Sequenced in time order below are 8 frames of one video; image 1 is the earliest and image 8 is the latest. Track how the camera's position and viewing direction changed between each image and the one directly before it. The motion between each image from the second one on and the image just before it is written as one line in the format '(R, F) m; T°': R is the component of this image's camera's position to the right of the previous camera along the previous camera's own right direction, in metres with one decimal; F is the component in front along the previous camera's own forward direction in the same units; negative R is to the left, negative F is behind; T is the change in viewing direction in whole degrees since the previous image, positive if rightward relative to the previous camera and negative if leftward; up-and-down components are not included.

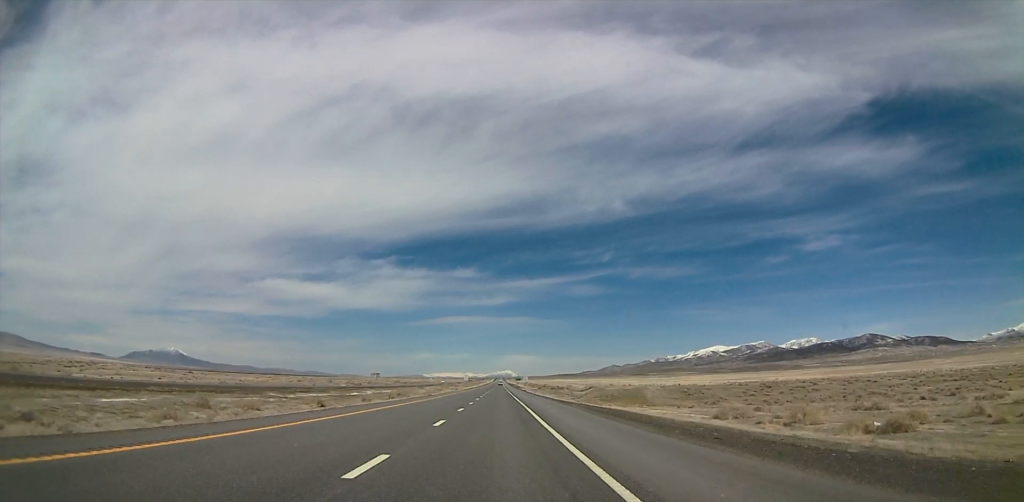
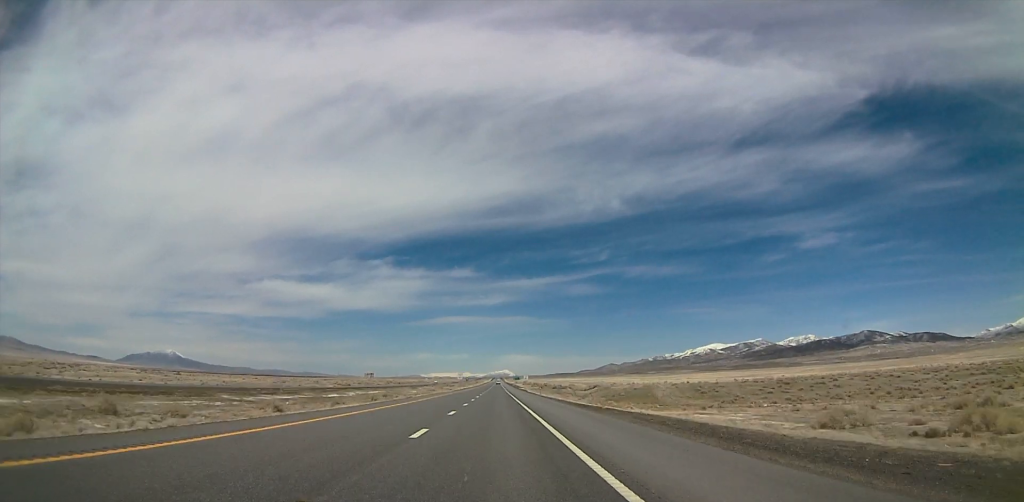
(+0.1, +17.4) m; +1°
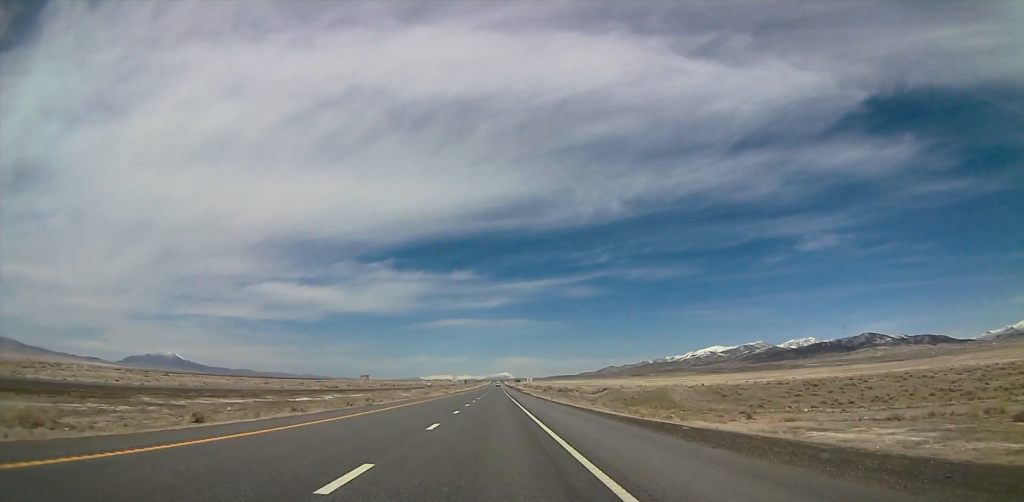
(+0.7, +20.5) m; 0°
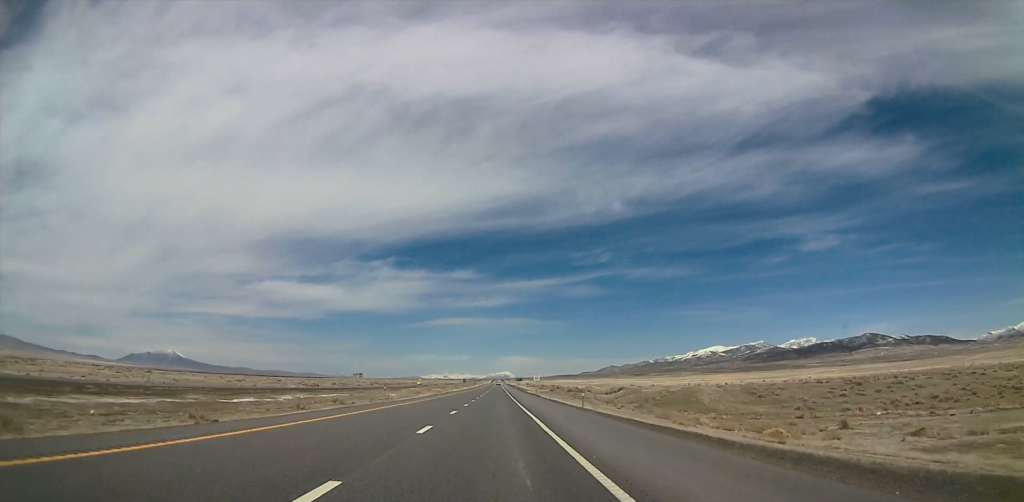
(-0.7, +26.5) m; -1°
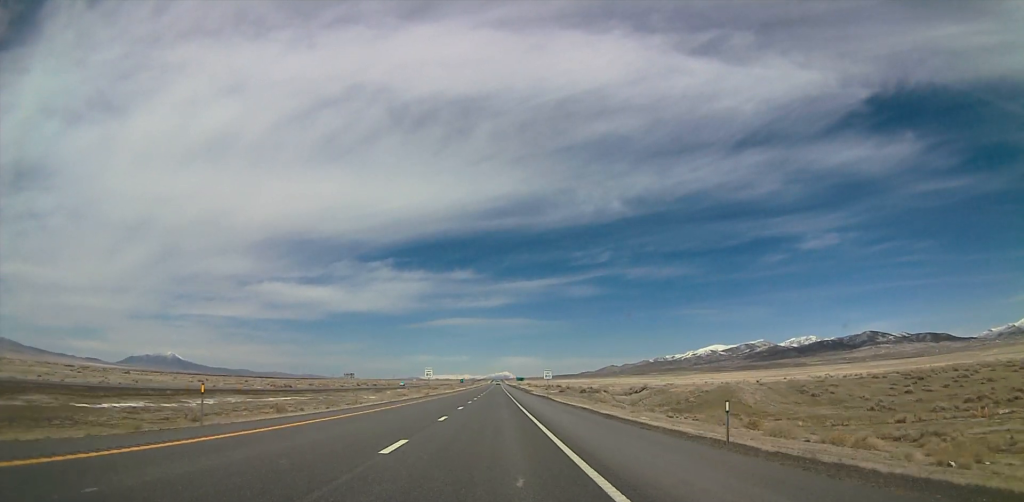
(-0.2, +29.7) m; 0°
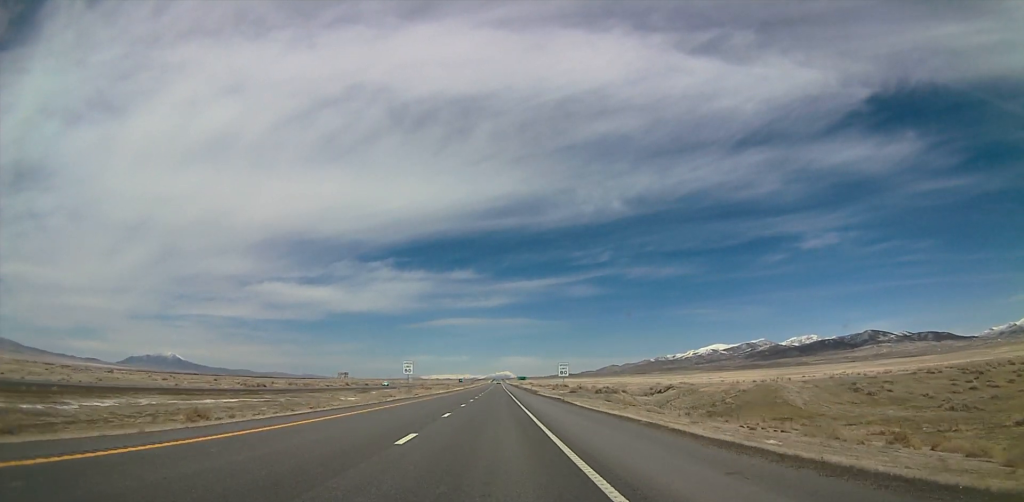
(0.0, +22.7) m; 0°
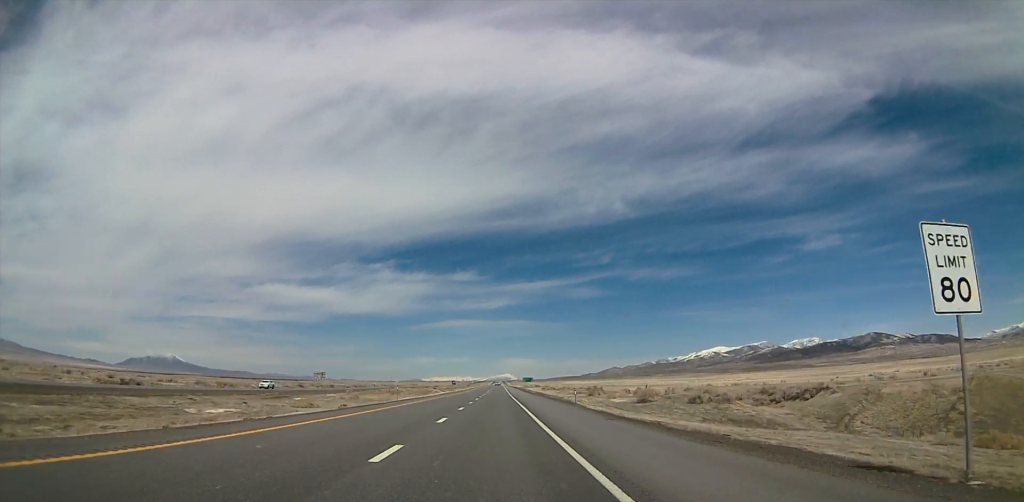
(+0.4, +64.5) m; 0°
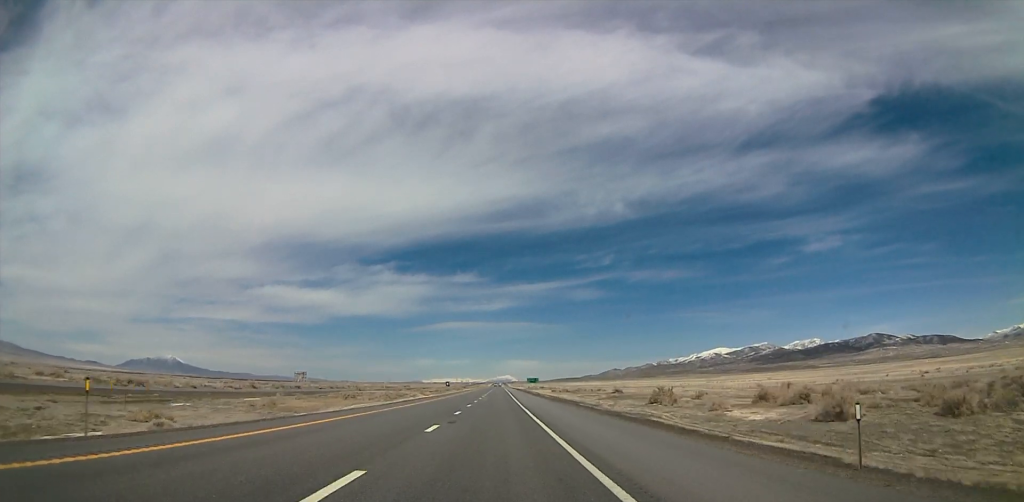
(-0.3, +41.1) m; 0°
